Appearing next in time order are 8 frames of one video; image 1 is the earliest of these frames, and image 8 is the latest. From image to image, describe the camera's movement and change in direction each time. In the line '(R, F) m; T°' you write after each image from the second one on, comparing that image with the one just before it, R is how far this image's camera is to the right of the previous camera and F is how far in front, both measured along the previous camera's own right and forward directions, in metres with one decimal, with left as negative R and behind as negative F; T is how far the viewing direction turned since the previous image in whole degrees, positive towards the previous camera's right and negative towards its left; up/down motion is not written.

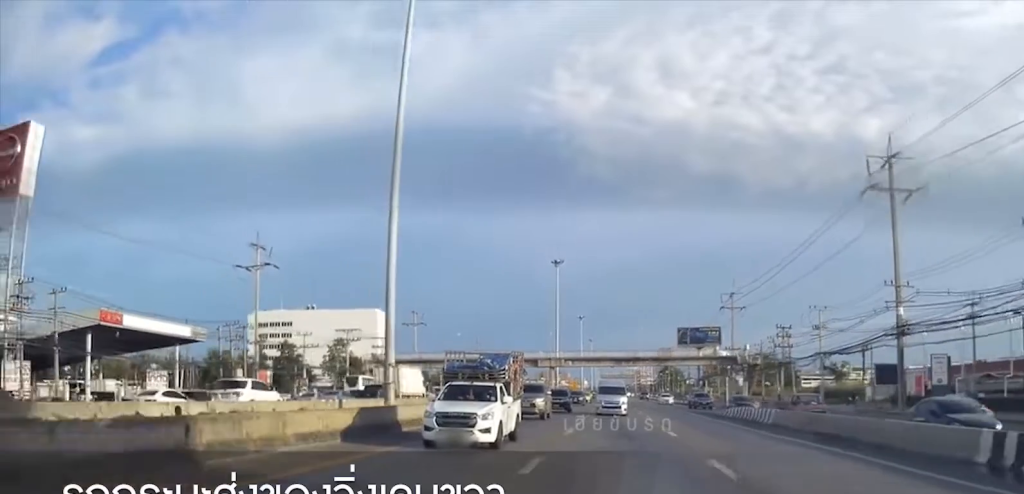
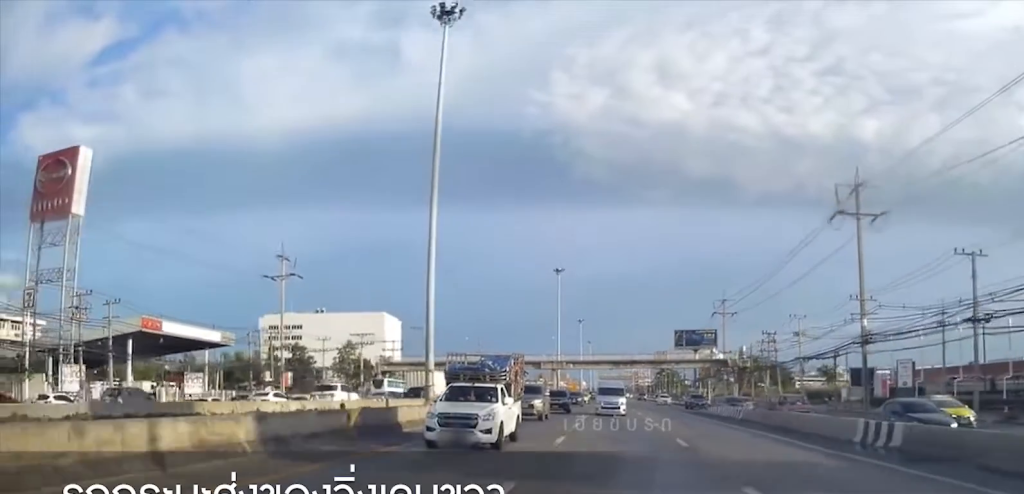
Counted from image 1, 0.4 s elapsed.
(-0.2, +7.9) m; +1°
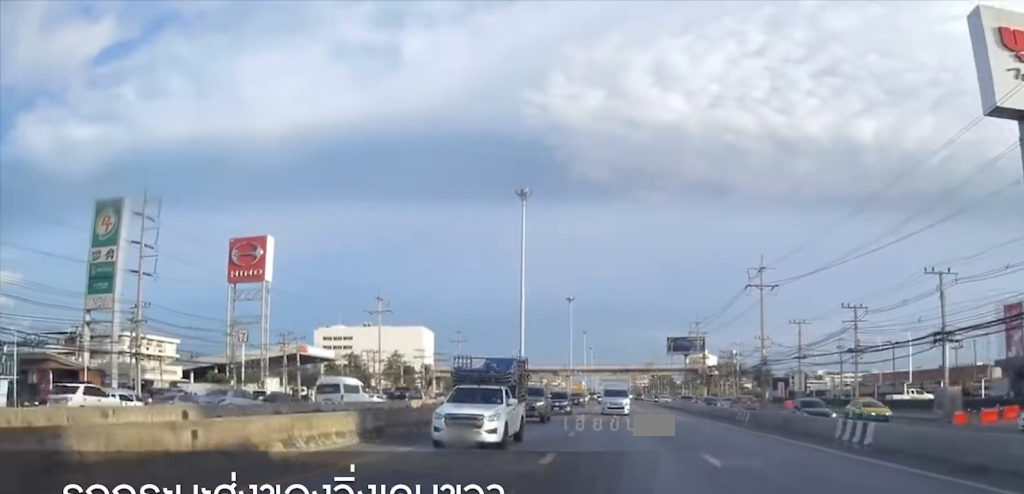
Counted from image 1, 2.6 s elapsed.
(+0.2, +44.4) m; 0°
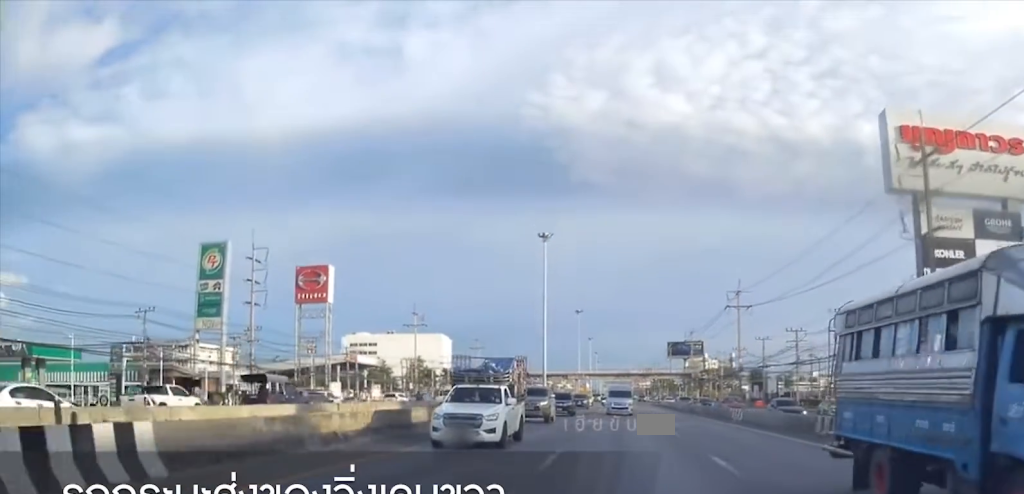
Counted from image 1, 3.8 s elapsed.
(+0.2, +23.2) m; 0°
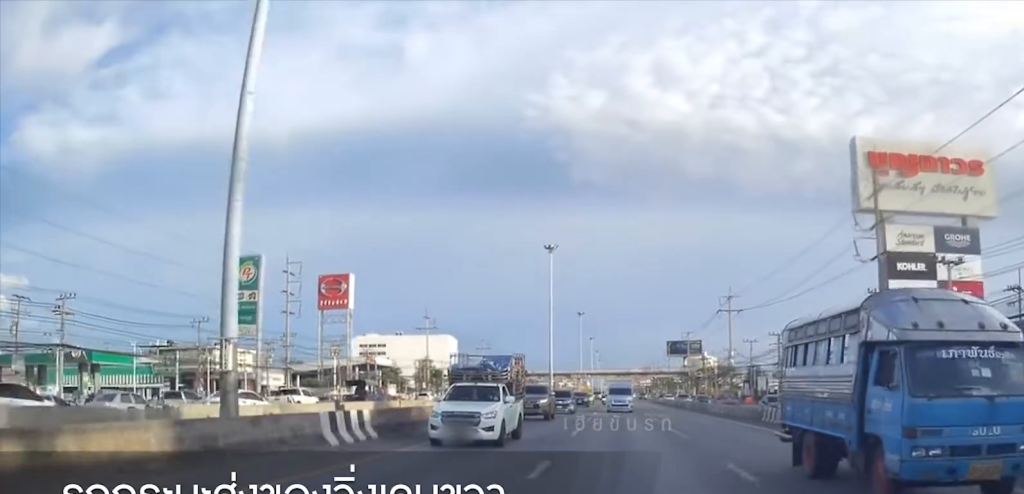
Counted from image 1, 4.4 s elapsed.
(-0.4, +10.7) m; 0°
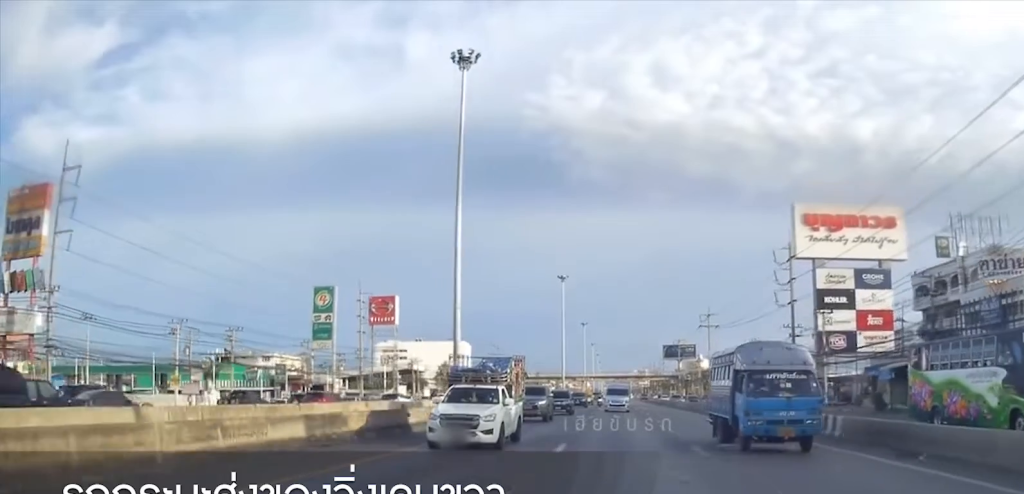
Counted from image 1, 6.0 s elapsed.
(+0.3, +29.7) m; -2°
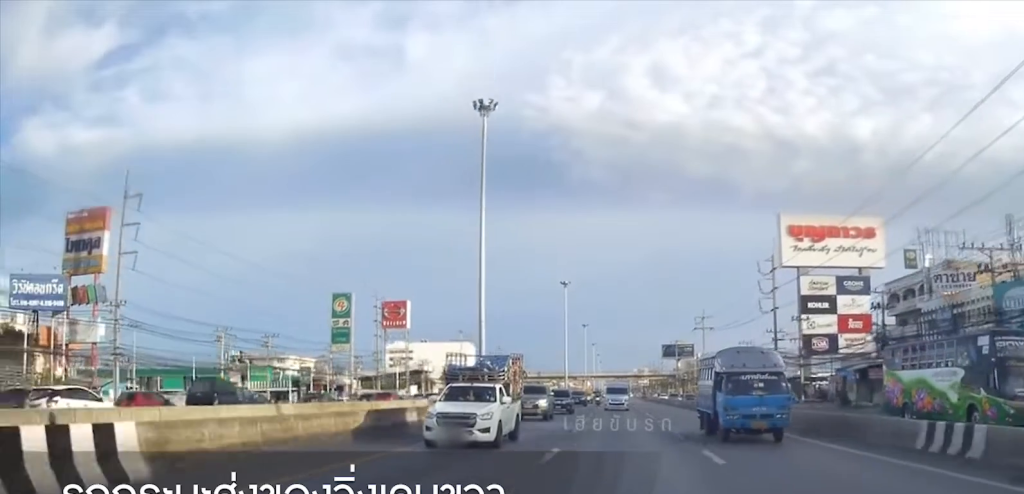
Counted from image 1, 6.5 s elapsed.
(-0.2, +9.9) m; -1°
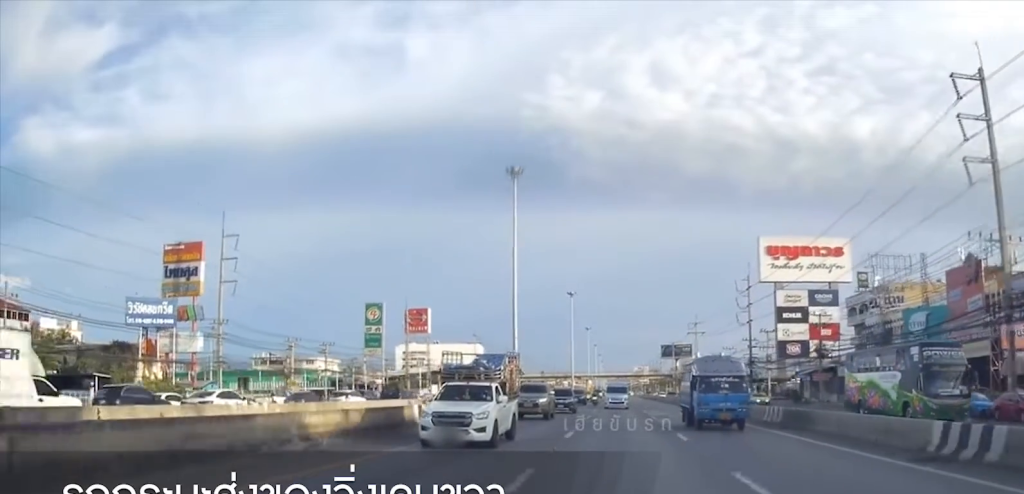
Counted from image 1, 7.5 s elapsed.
(+0.2, +19.8) m; +2°
